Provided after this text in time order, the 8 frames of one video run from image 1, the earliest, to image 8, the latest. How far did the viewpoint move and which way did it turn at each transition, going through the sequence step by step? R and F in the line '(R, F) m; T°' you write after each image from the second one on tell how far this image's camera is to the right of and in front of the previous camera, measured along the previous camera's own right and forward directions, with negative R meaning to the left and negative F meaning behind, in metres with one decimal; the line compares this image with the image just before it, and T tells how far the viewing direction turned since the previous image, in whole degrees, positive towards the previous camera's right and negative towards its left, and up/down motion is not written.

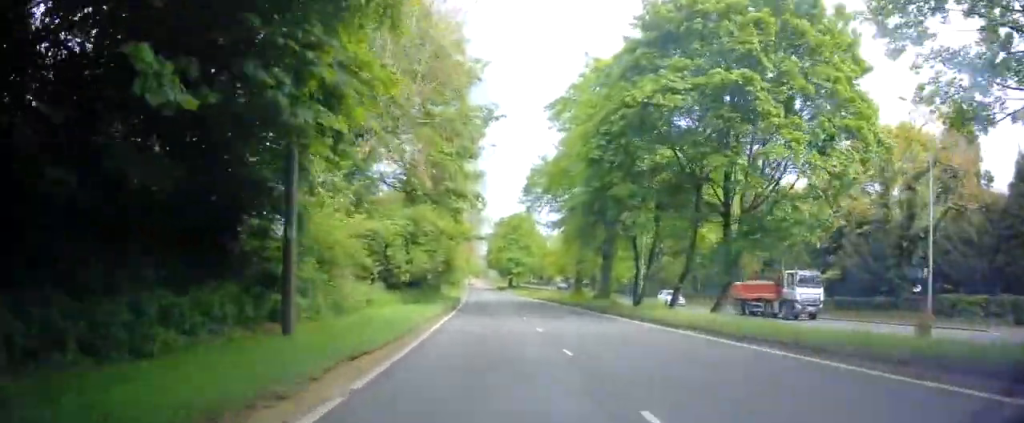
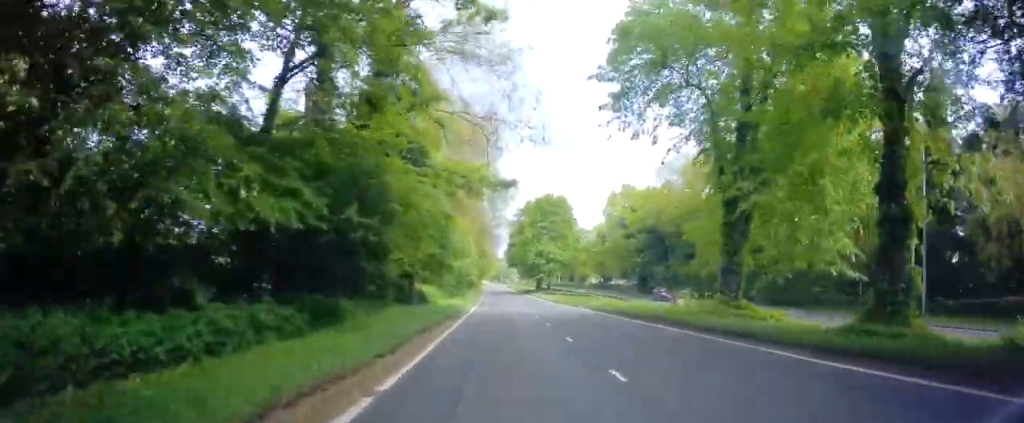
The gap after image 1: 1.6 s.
(-0.3, +28.6) m; -1°
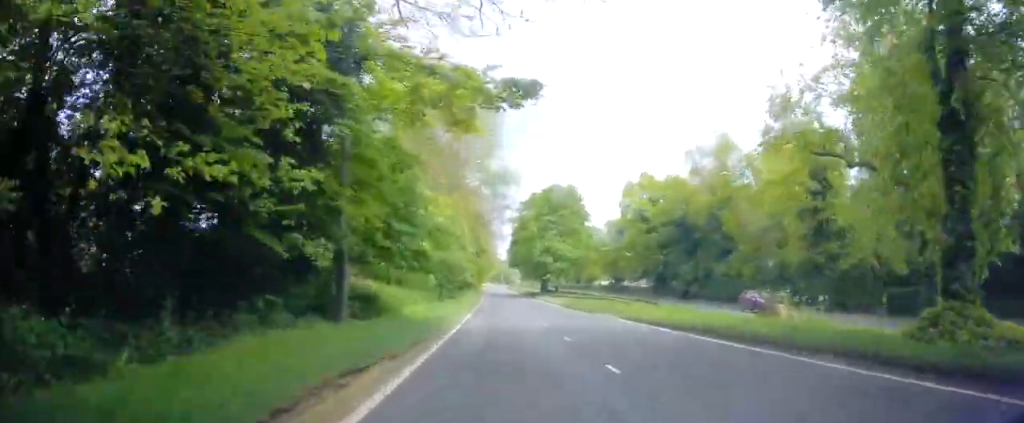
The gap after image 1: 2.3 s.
(0.0, +11.4) m; -1°
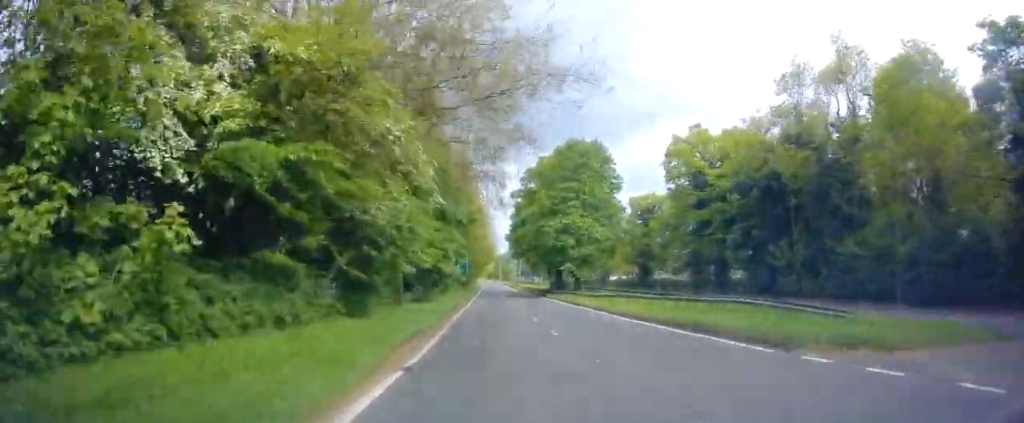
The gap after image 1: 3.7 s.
(-0.5, +22.8) m; -3°
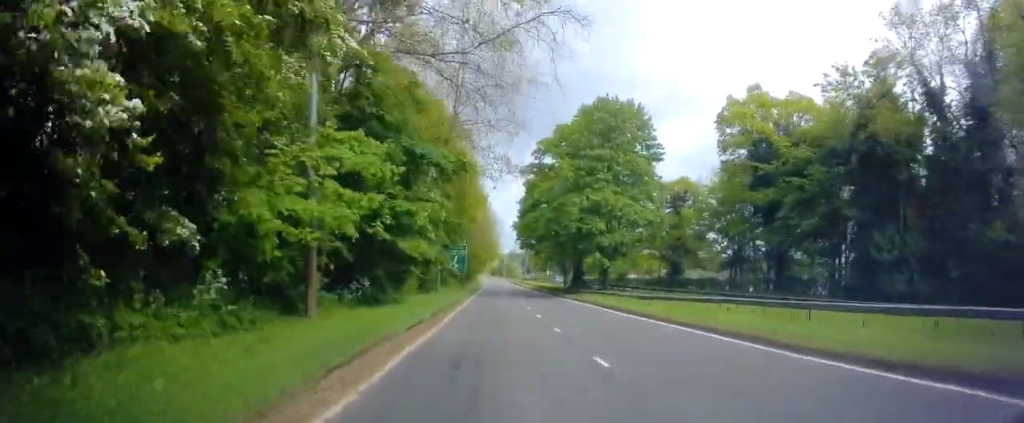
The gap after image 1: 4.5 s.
(-0.1, +12.7) m; -1°
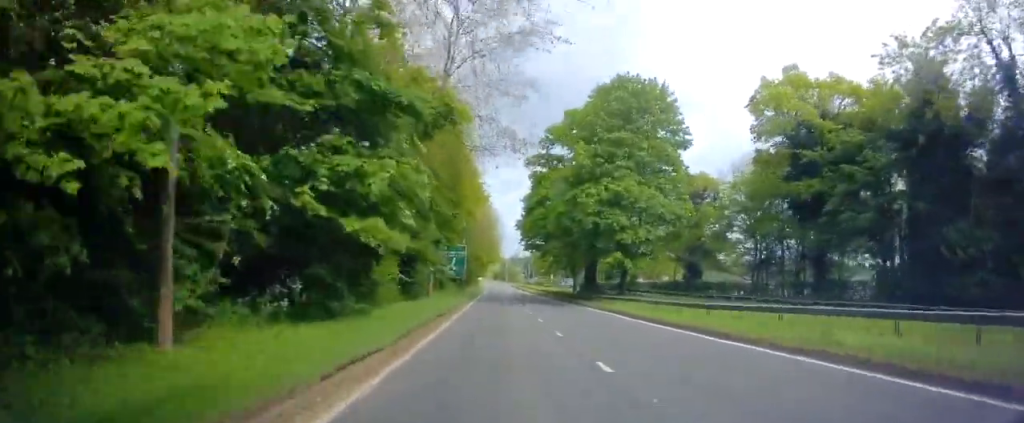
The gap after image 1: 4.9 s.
(0.0, +6.1) m; 0°
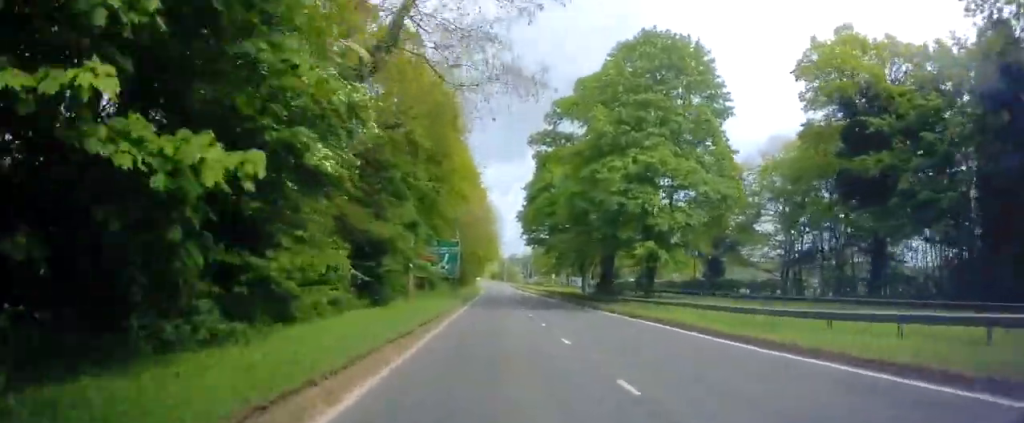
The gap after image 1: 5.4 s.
(-0.1, +7.7) m; 0°
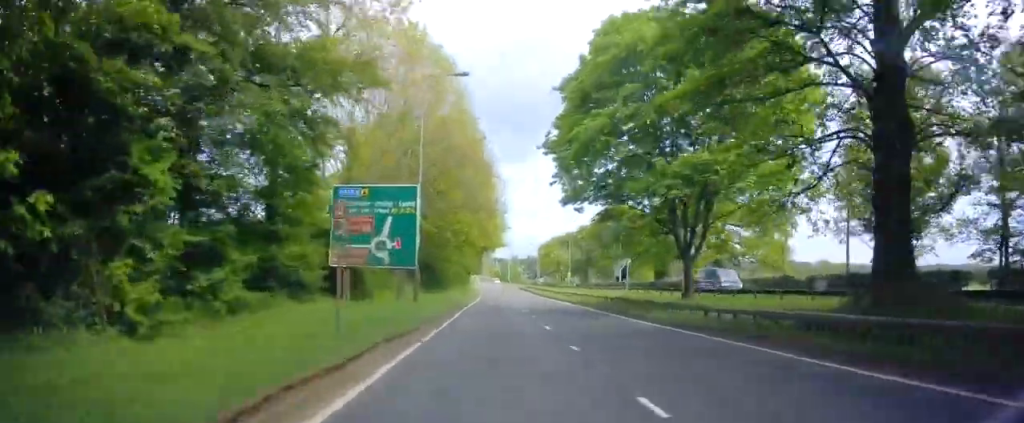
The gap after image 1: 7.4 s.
(-0.1, +30.9) m; 0°
